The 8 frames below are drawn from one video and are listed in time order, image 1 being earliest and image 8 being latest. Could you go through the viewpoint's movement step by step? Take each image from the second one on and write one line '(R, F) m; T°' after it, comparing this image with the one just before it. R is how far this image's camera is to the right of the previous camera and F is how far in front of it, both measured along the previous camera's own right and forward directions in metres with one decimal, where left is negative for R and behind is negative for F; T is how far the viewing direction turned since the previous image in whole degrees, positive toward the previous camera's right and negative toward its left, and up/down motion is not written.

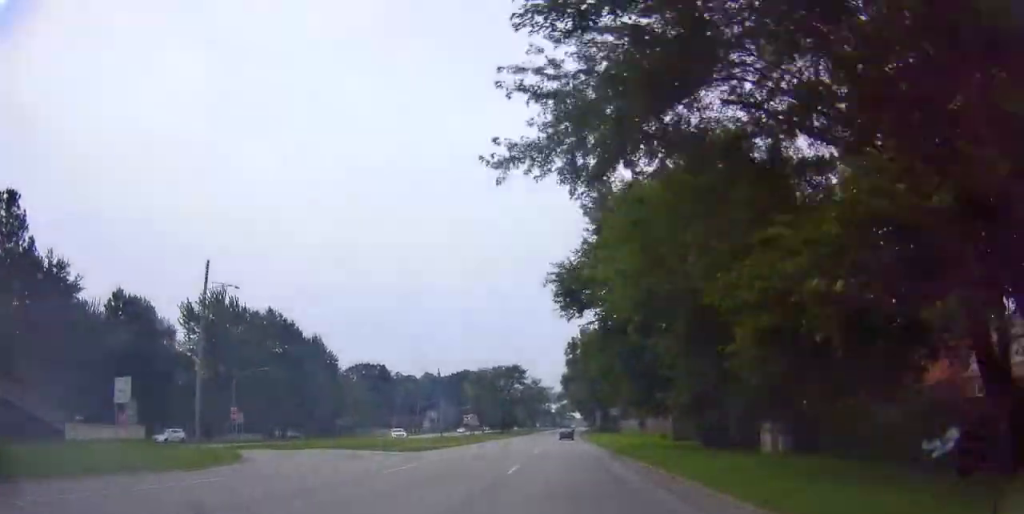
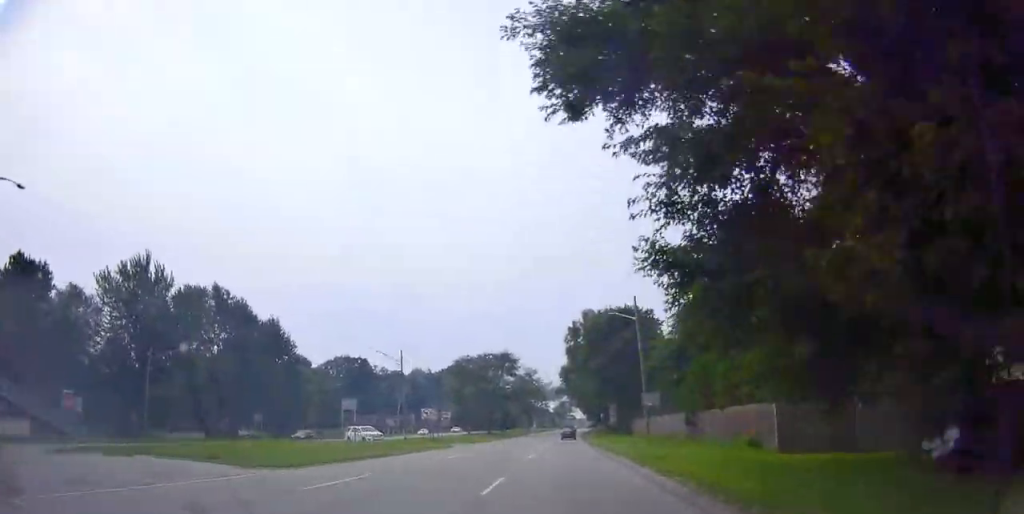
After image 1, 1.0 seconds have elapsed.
(+0.1, +21.5) m; 0°
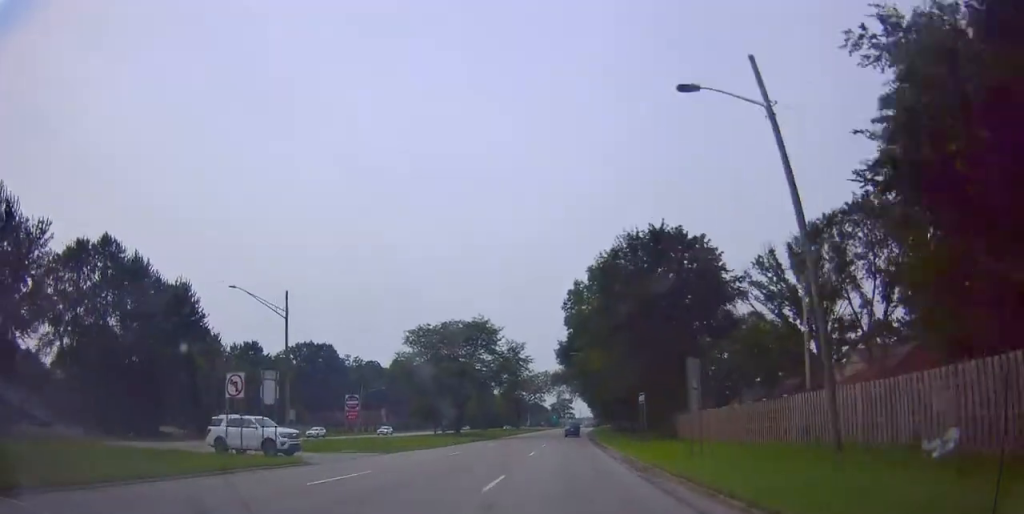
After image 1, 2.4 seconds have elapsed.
(0.0, +30.5) m; 0°
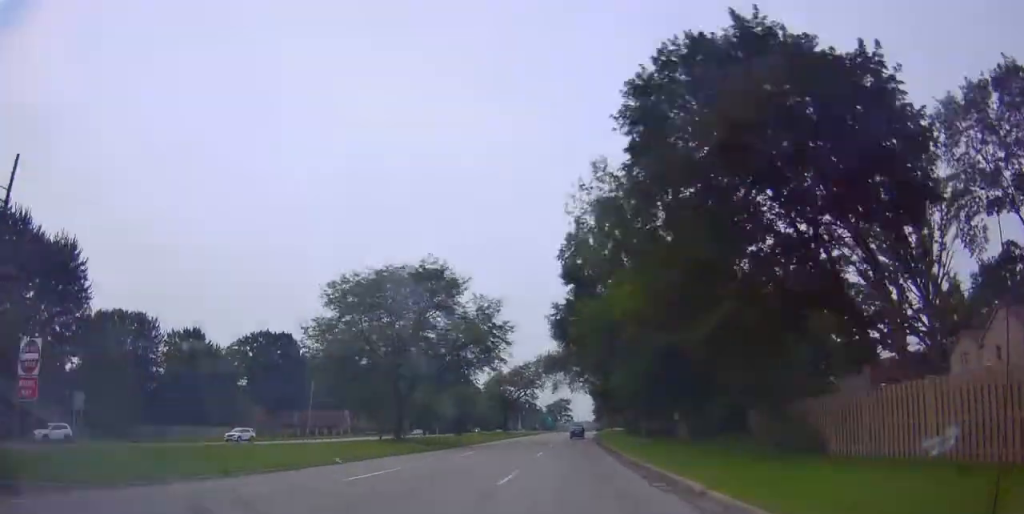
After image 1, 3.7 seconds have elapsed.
(0.0, +25.9) m; 0°
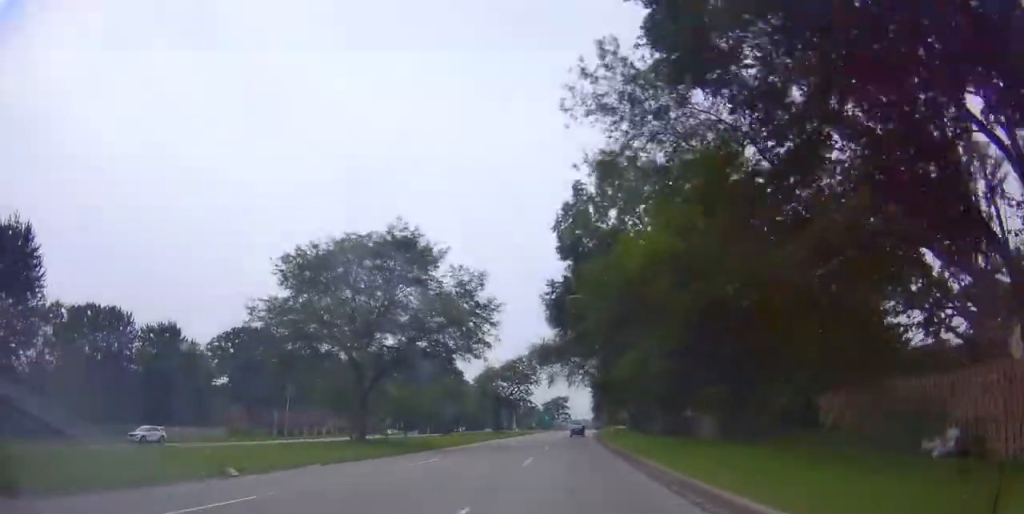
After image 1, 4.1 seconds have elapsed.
(0.0, +8.4) m; 0°
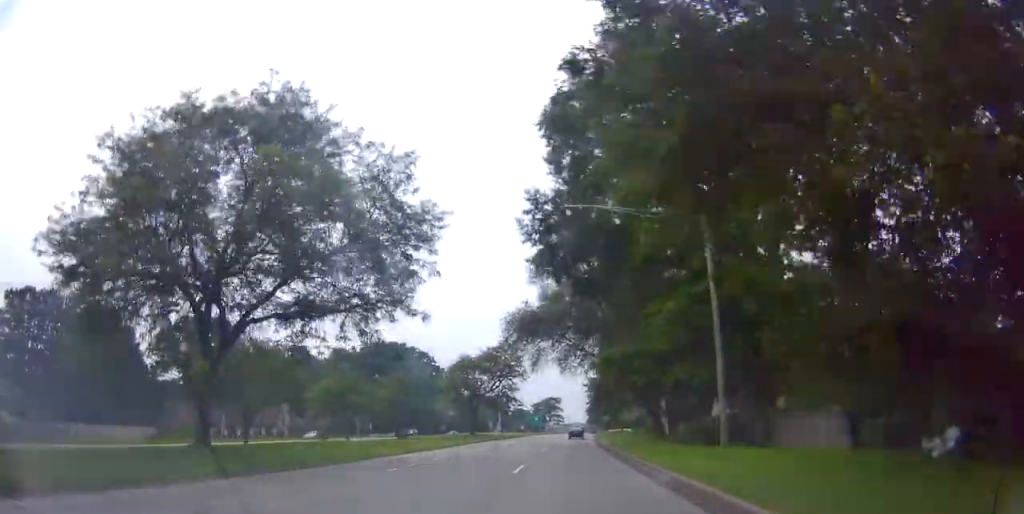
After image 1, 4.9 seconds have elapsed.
(0.0, +18.2) m; 0°
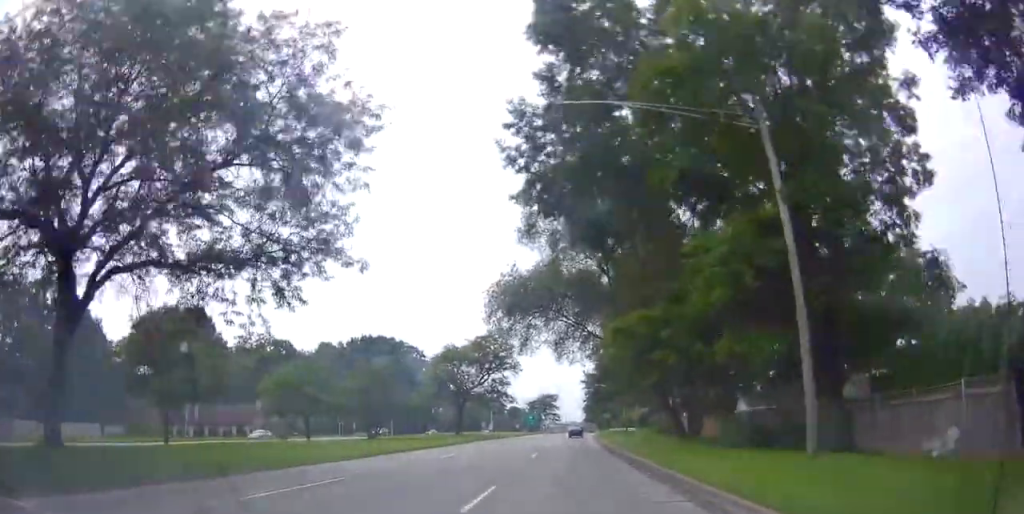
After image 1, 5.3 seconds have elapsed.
(0.0, +8.5) m; +1°
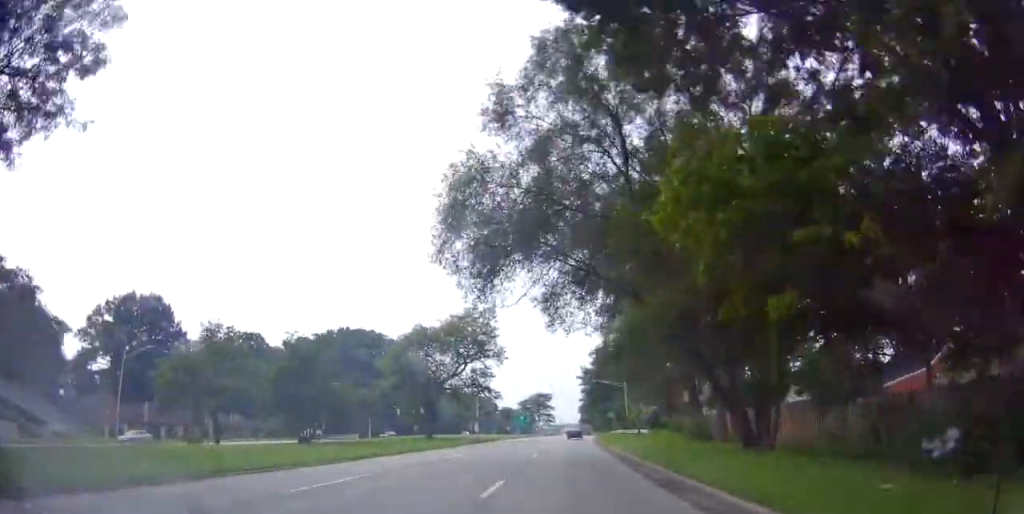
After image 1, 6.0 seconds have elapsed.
(-0.1, +13.5) m; +1°
